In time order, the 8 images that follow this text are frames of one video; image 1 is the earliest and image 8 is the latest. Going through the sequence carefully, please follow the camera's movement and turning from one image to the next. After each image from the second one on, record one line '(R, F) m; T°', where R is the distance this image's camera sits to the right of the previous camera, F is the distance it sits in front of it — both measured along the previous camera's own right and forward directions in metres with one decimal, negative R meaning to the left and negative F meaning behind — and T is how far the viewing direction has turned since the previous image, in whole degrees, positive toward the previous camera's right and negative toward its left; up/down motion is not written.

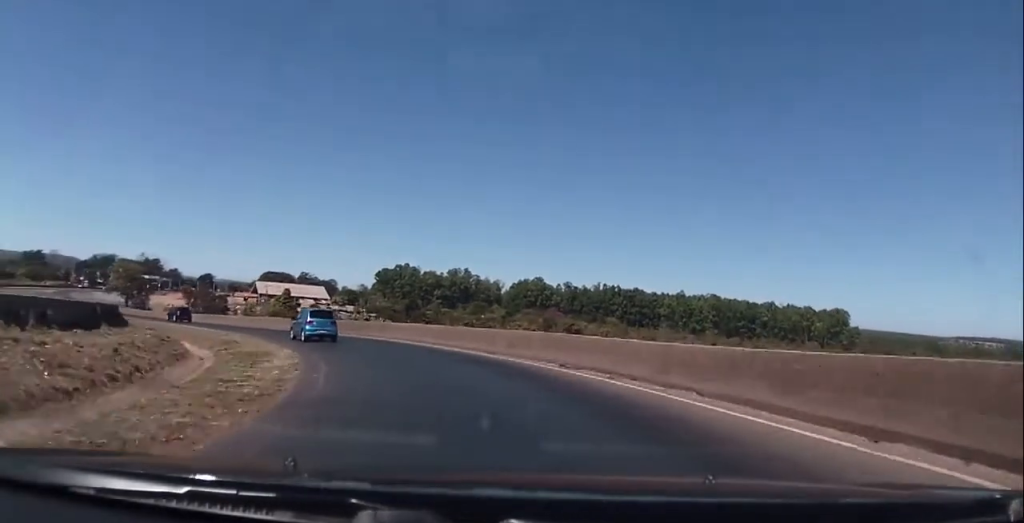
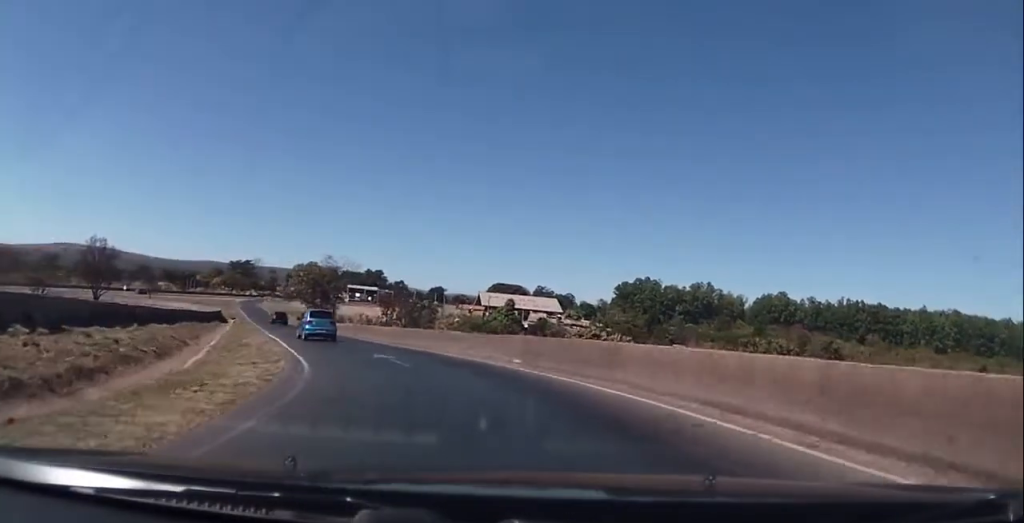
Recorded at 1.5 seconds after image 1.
(-5.3, +22.8) m; -23°
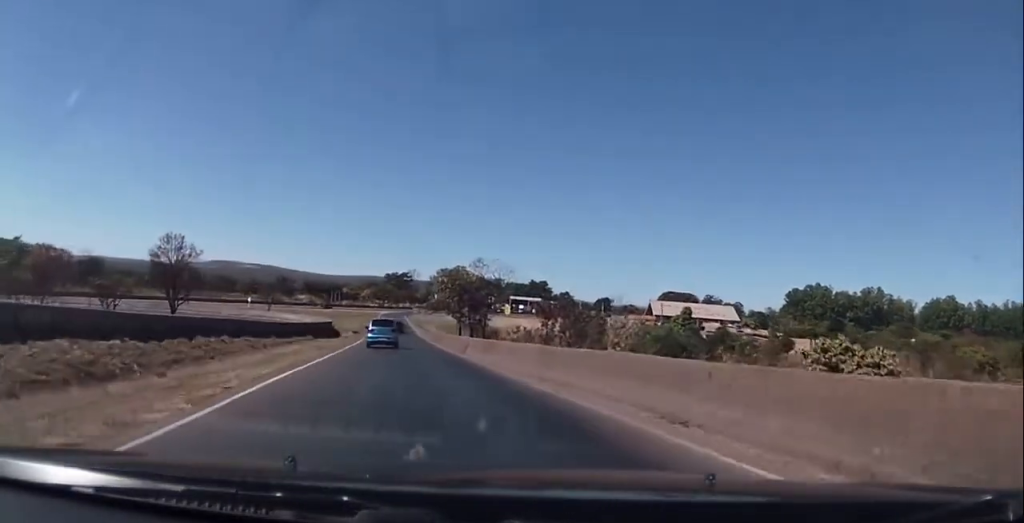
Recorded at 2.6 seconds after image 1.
(-2.6, +18.1) m; -14°
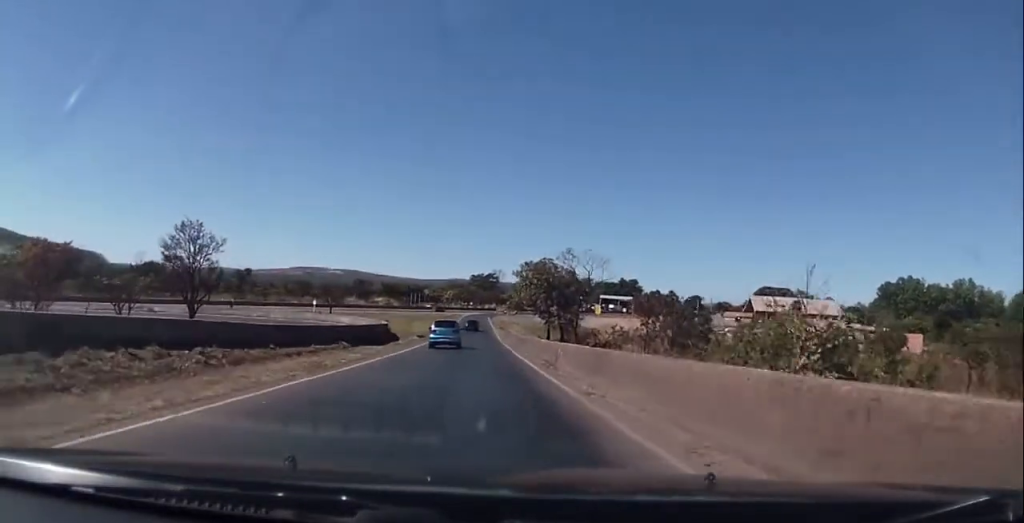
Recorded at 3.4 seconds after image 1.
(-1.0, +13.1) m; -8°
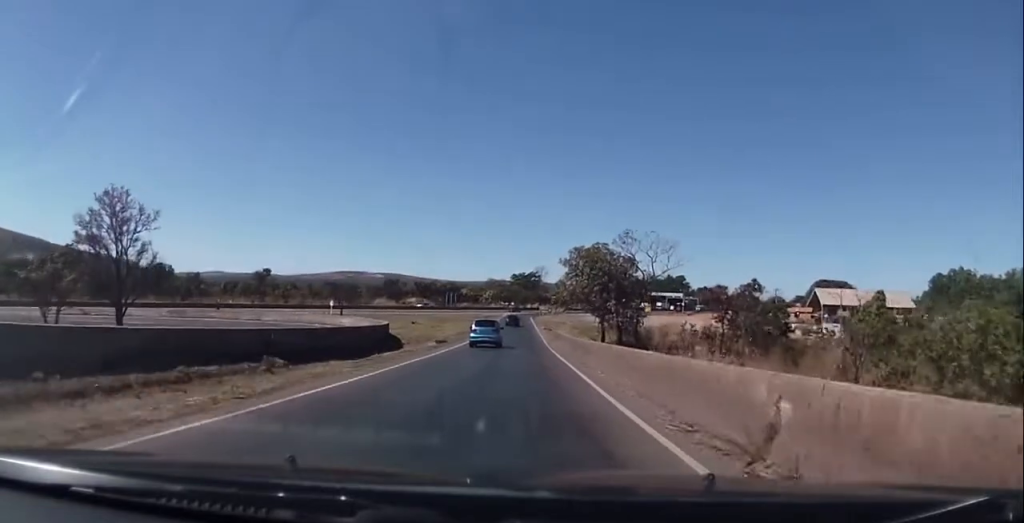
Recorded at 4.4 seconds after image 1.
(-1.0, +14.8) m; -8°
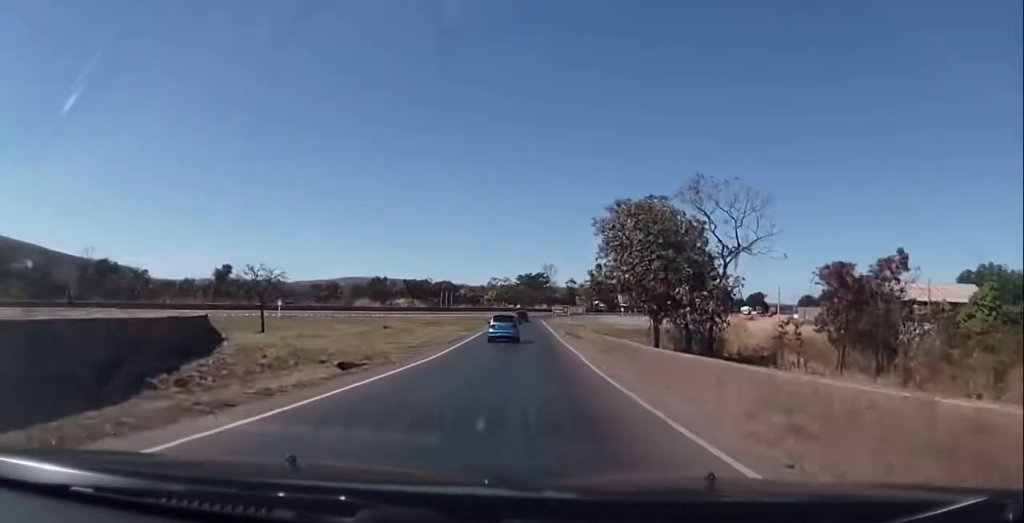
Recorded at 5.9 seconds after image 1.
(-2.2, +26.4) m; -6°
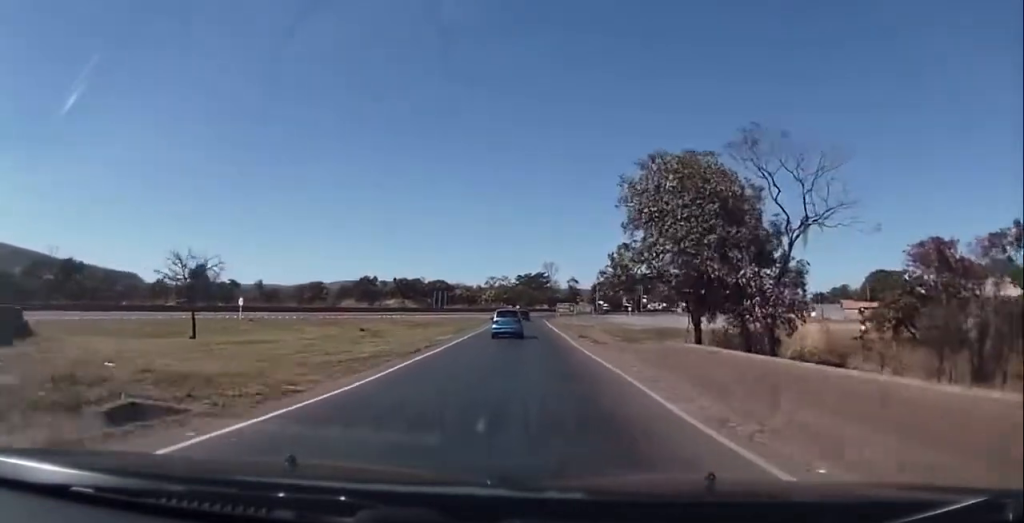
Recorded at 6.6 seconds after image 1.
(-0.2, +13.0) m; -1°
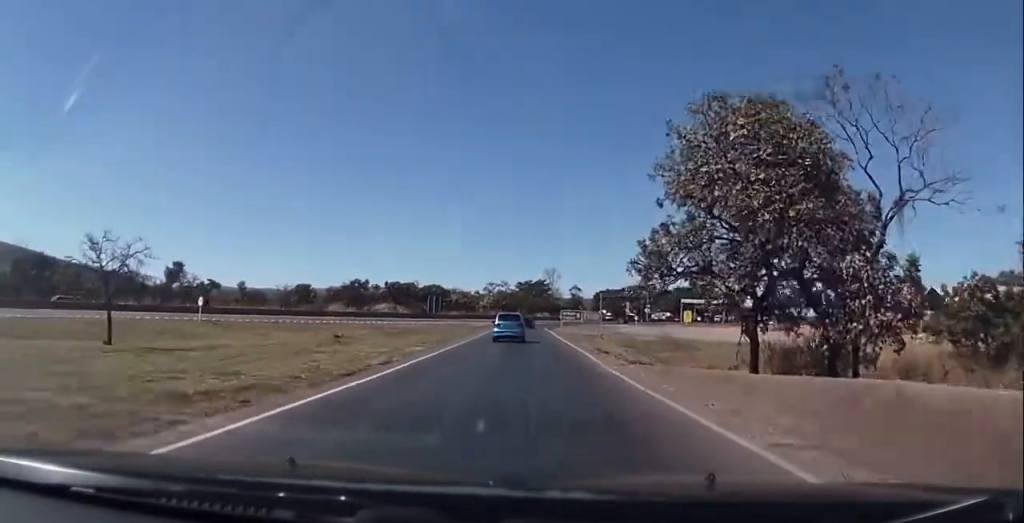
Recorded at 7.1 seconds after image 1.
(-0.1, +10.8) m; 0°
